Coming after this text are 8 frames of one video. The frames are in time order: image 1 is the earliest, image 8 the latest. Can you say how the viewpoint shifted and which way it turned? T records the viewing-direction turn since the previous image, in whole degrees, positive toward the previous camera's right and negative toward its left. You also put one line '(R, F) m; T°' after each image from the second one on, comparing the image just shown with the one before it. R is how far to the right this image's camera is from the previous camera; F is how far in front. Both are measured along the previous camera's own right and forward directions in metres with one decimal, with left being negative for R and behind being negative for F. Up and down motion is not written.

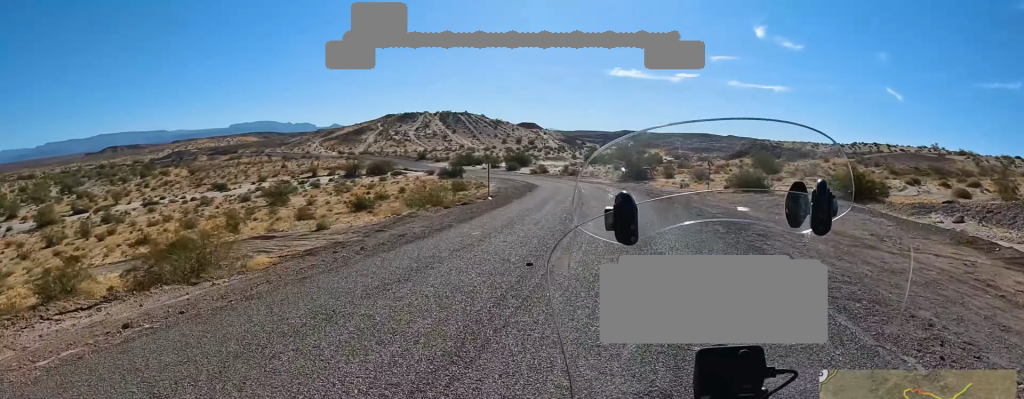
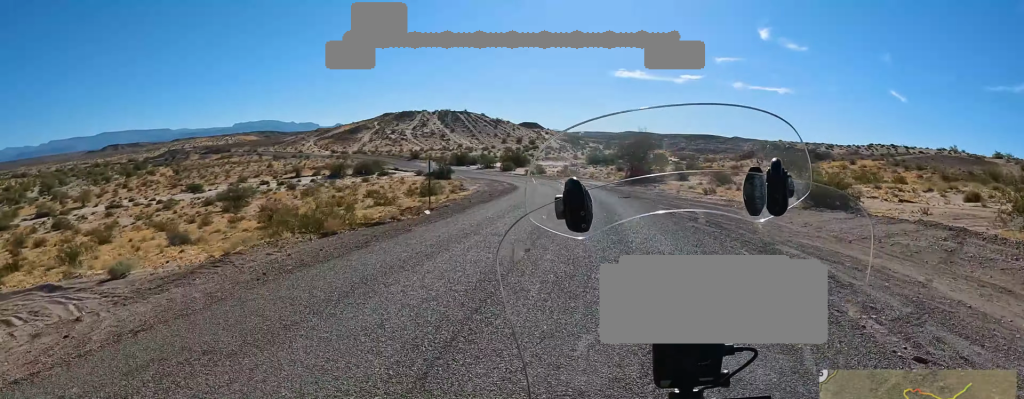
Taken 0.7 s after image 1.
(0.0, +13.5) m; 0°
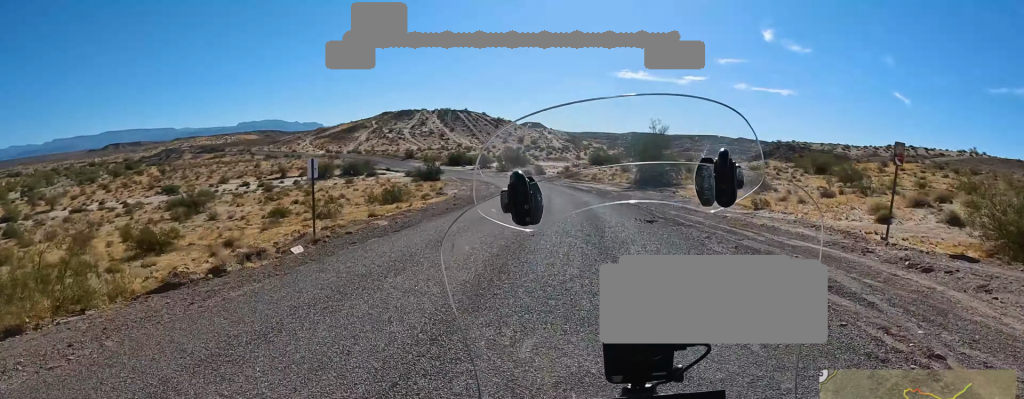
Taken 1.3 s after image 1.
(0.0, +12.3) m; 0°
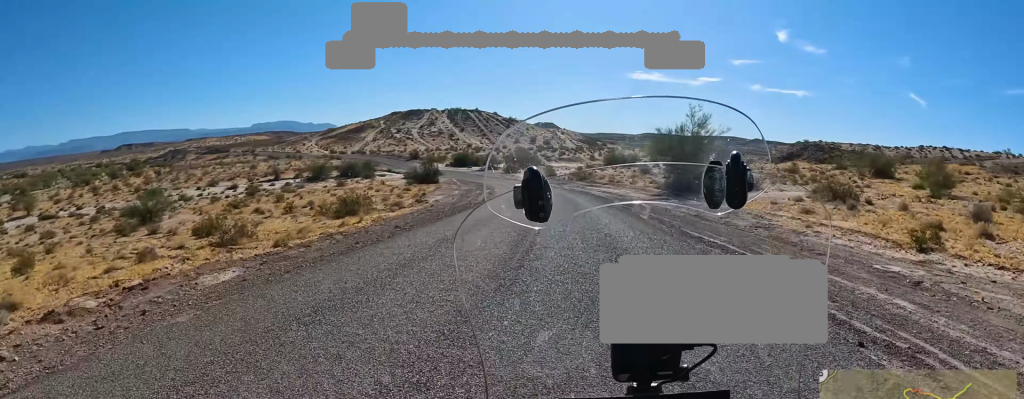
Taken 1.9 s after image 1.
(0.0, +13.2) m; 0°
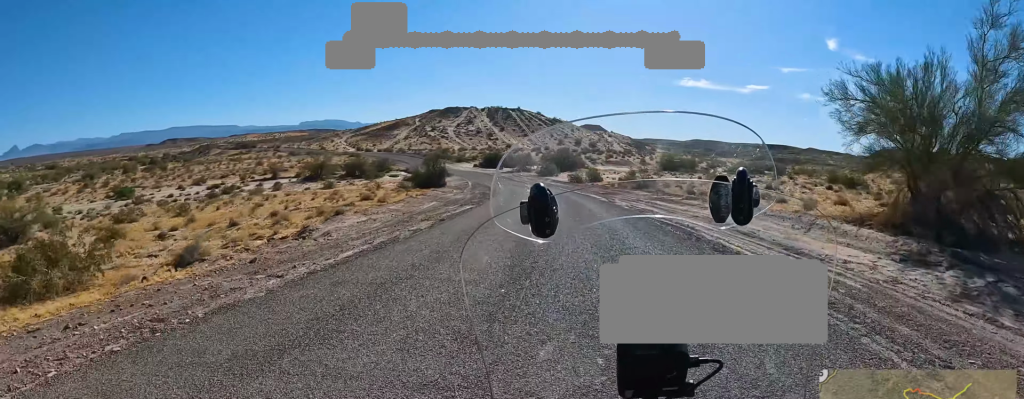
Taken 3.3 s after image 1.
(-0.8, +28.8) m; -12°
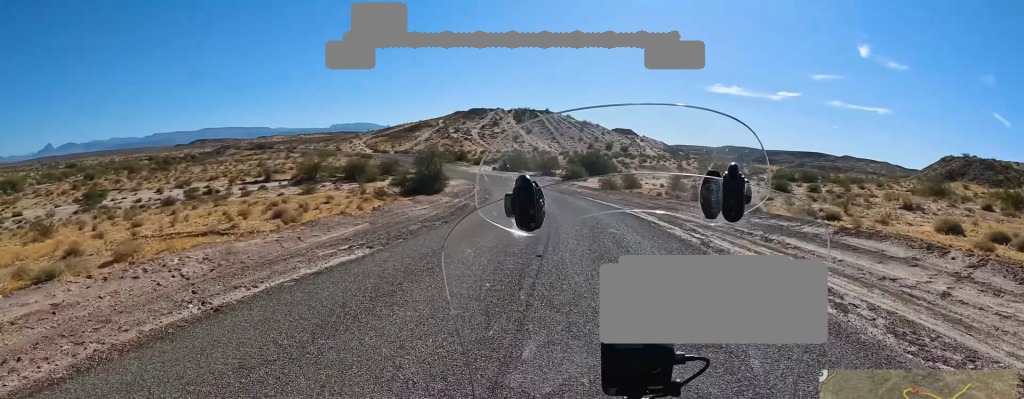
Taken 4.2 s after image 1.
(-3.1, +19.2) m; -11°
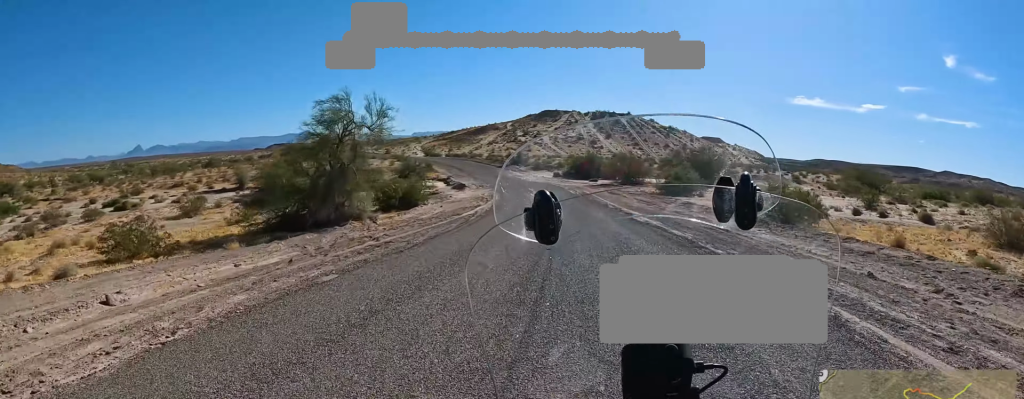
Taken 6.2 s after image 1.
(-0.9, +44.0) m; -7°
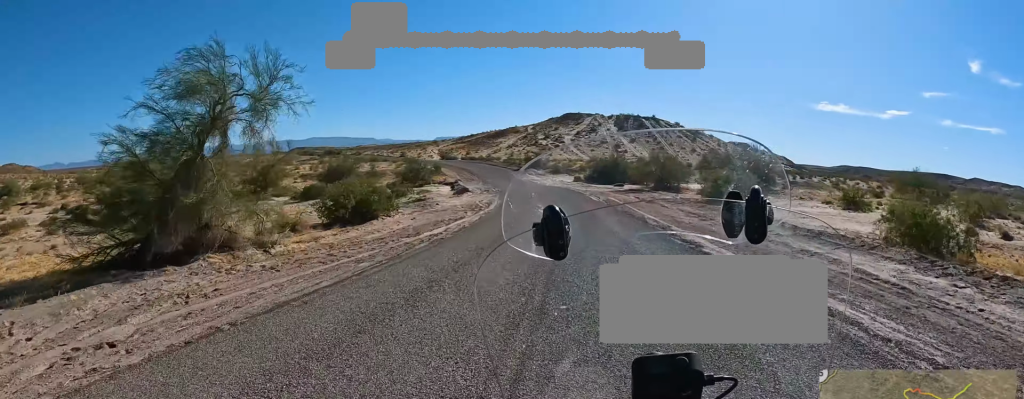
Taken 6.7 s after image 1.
(-1.2, +10.8) m; -4°
